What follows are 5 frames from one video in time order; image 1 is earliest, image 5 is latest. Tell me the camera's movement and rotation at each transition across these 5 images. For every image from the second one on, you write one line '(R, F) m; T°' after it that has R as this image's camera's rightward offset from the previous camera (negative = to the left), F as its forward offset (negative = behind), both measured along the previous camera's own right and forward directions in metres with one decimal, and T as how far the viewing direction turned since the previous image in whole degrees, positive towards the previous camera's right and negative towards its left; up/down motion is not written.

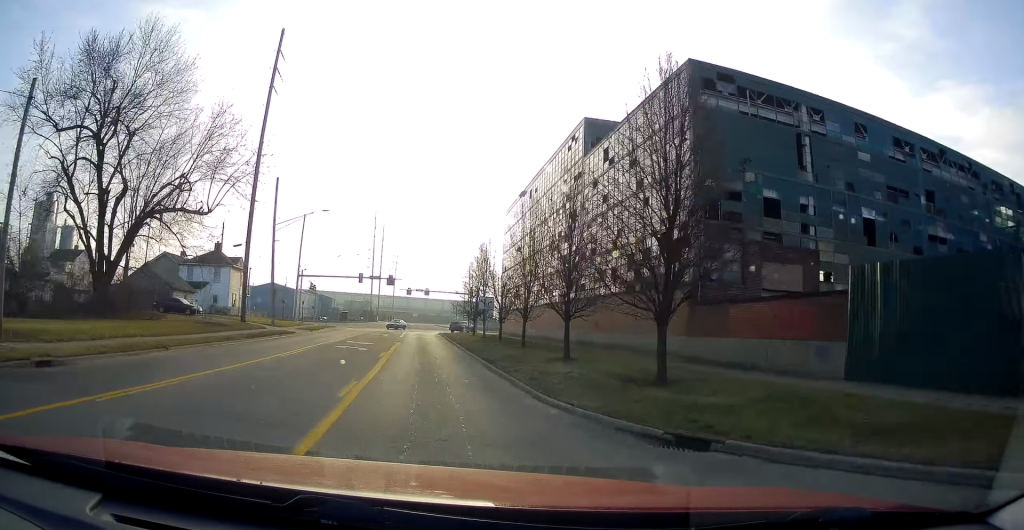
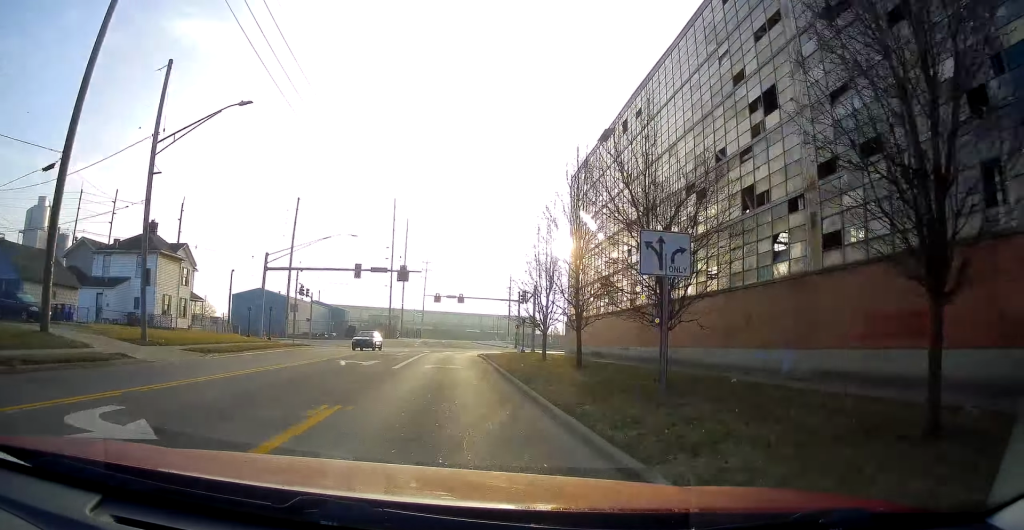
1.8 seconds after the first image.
(-0.9, +27.1) m; -3°
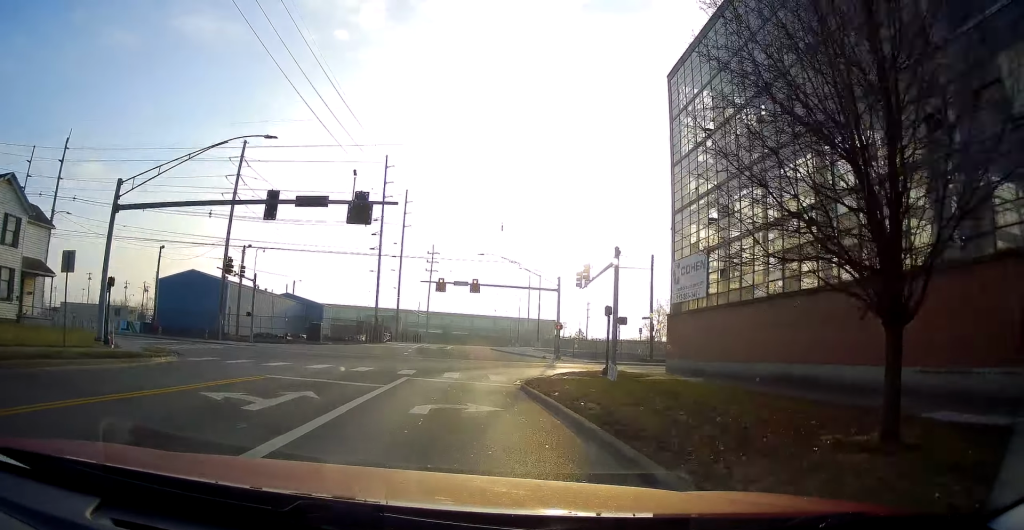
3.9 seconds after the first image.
(-0.9, +26.5) m; -4°
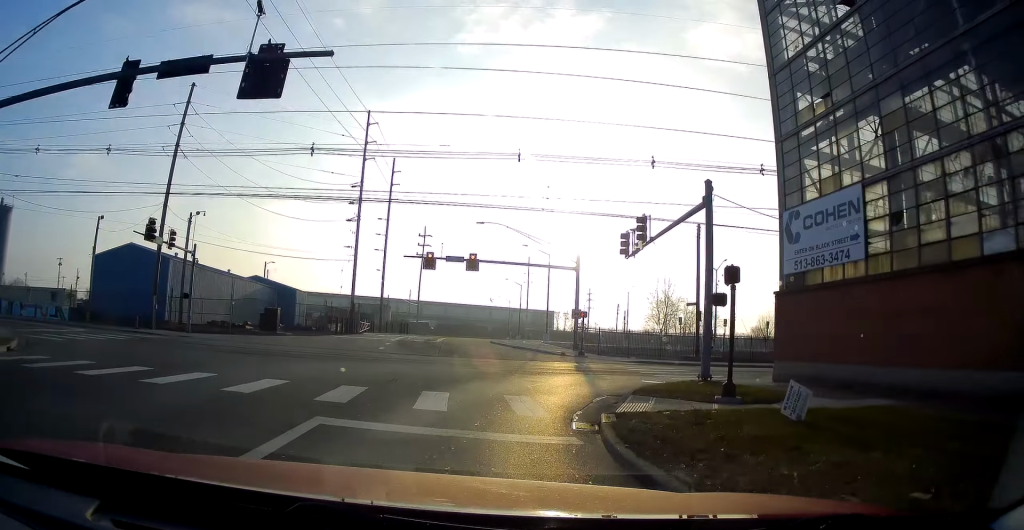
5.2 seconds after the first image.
(+0.1, +12.2) m; +1°
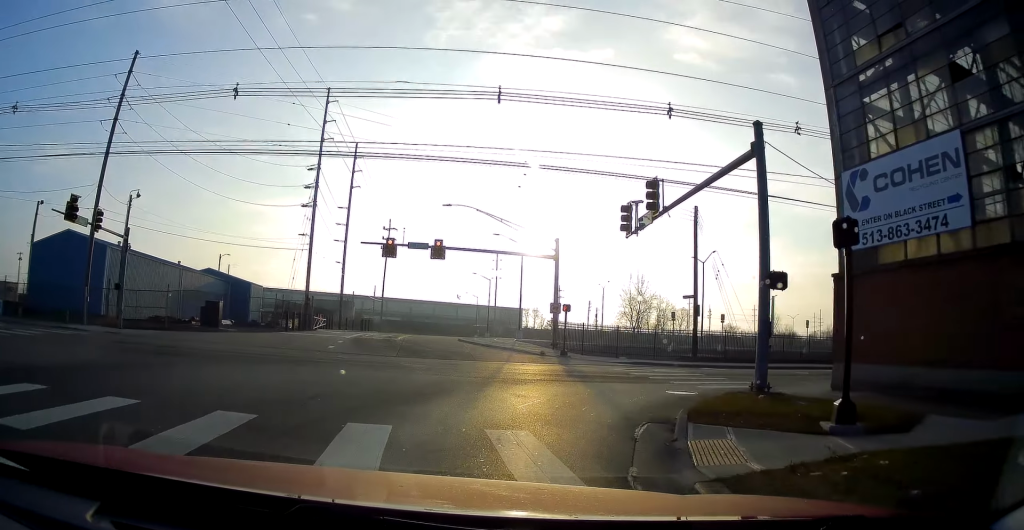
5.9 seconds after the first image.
(0.0, +5.6) m; +1°
